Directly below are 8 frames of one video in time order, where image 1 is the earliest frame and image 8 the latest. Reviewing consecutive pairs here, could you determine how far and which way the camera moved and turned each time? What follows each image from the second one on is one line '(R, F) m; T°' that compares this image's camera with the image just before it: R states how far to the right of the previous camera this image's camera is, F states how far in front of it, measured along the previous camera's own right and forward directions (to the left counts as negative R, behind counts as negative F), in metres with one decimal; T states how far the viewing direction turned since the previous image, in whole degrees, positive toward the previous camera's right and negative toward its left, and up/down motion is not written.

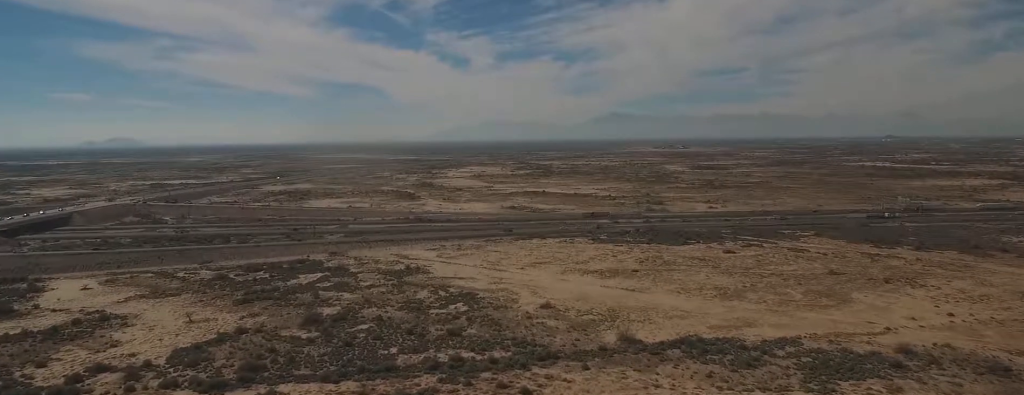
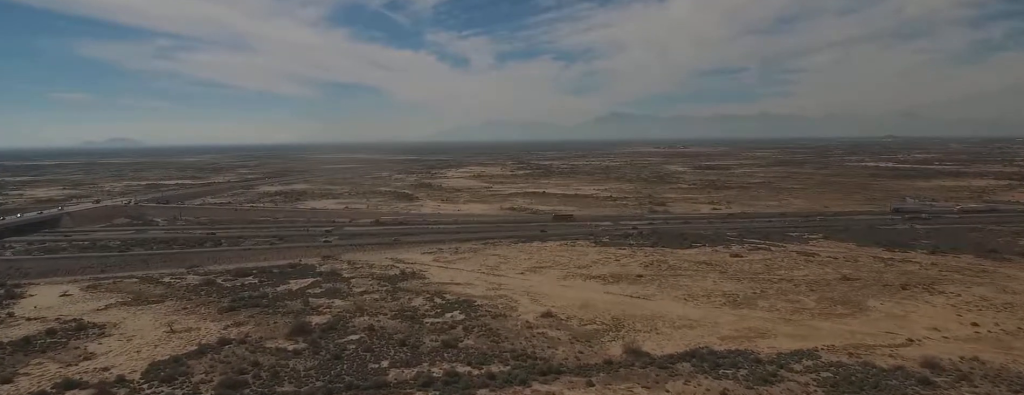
(0.0, +10.8) m; 0°
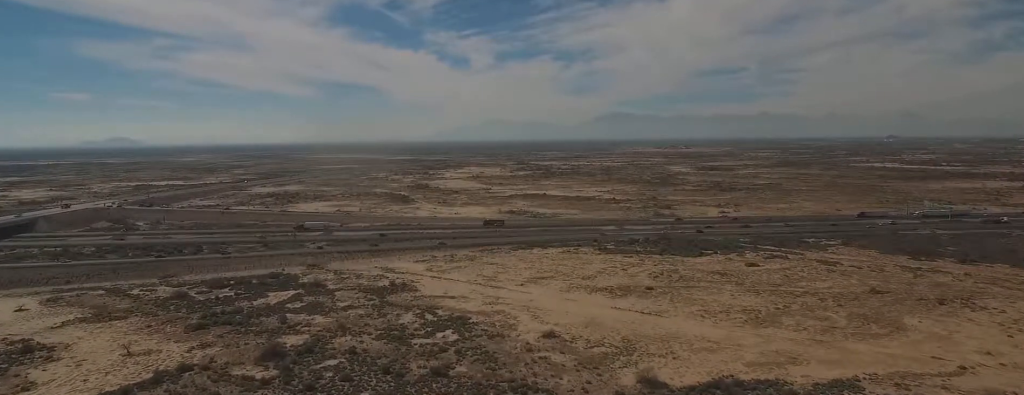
(+0.2, +20.7) m; +1°
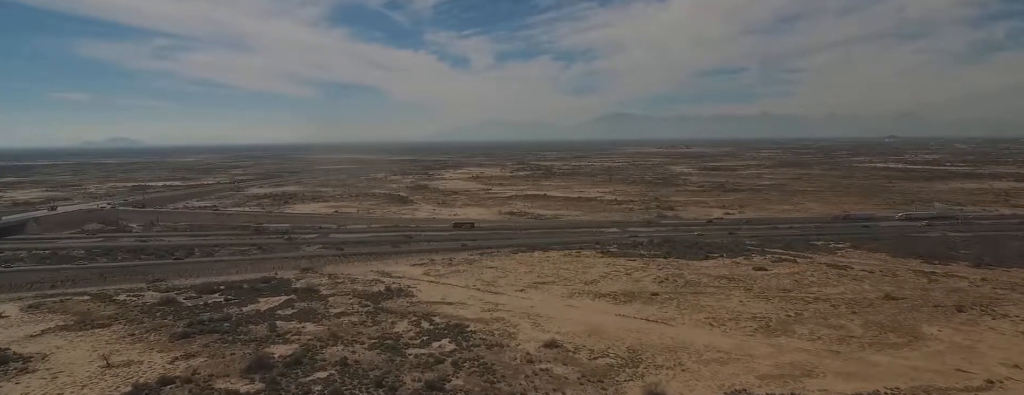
(0.0, +8.7) m; 0°
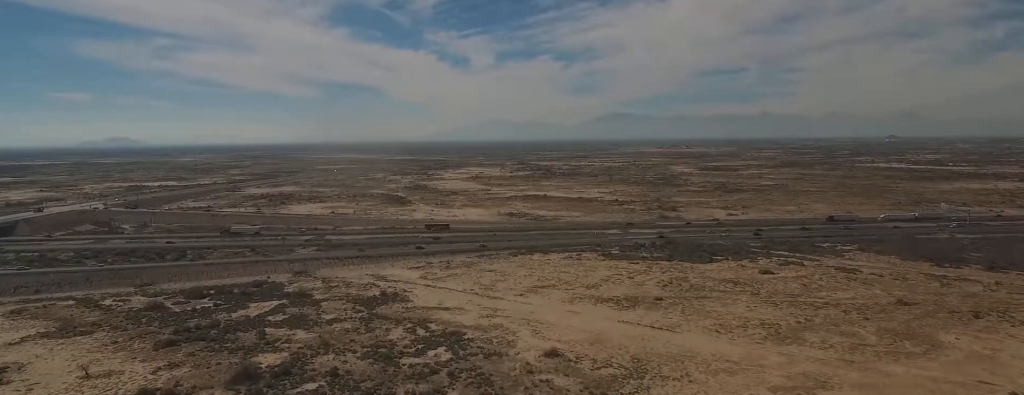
(0.0, +7.7) m; 0°
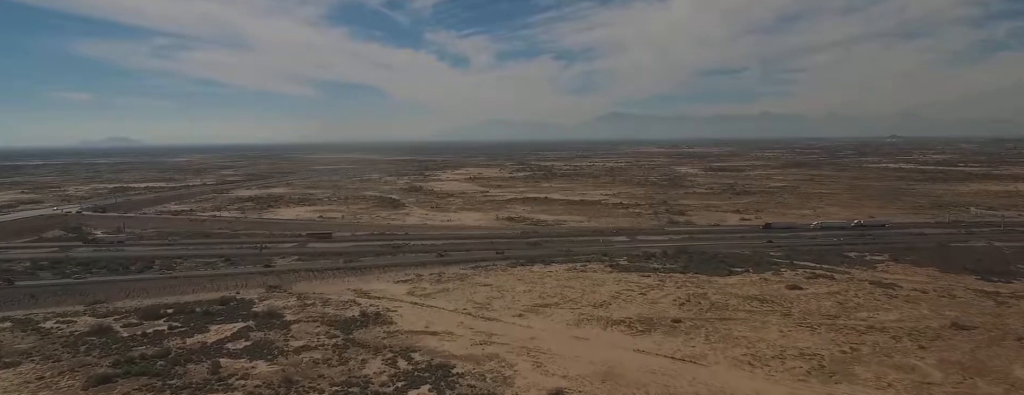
(0.0, +27.8) m; -1°
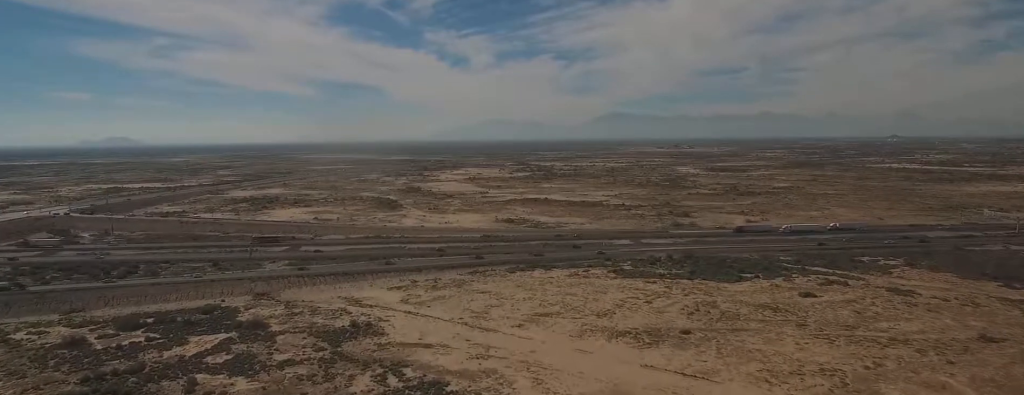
(0.0, +11.4) m; -1°
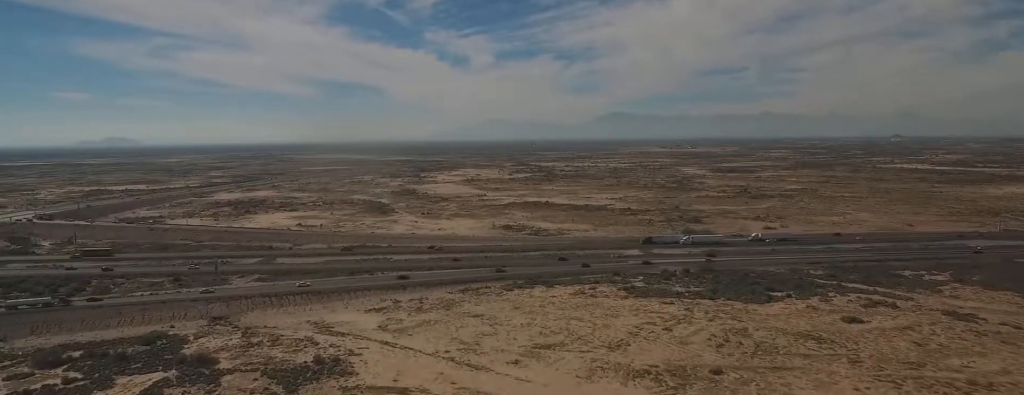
(-0.5, +31.5) m; -1°
